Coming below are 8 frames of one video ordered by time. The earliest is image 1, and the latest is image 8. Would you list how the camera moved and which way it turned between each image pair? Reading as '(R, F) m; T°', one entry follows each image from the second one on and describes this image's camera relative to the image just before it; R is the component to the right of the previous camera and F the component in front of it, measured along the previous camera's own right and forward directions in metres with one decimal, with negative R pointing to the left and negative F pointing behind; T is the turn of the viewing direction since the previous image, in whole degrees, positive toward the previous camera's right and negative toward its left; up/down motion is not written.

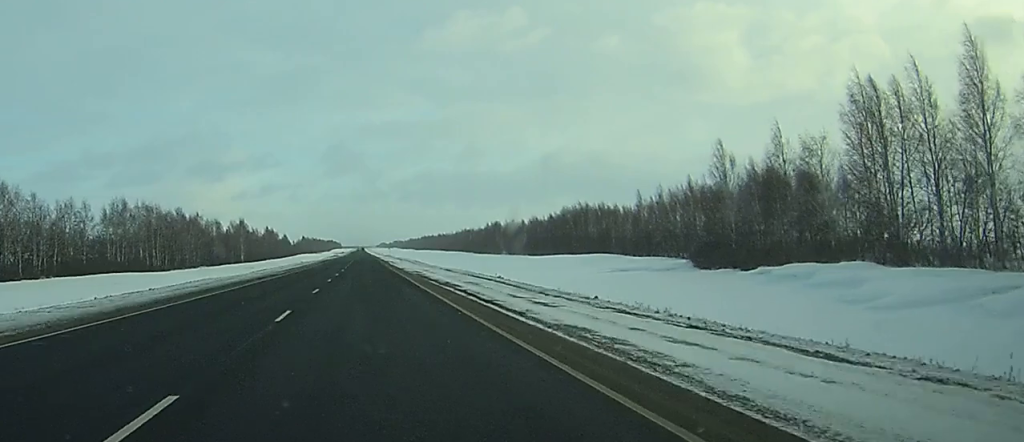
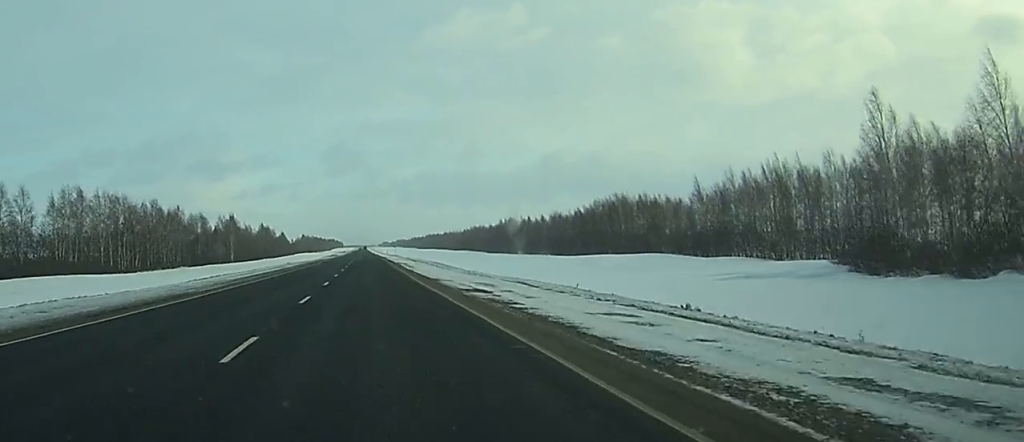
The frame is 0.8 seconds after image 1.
(0.0, +30.9) m; 0°
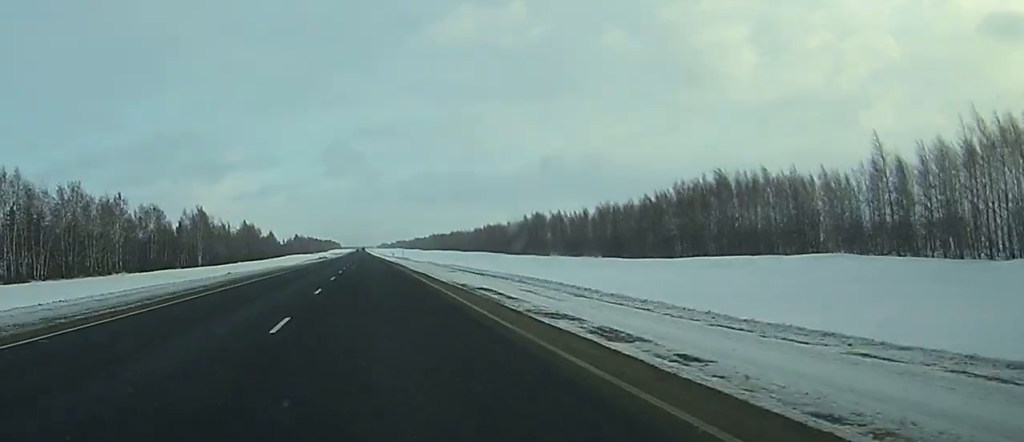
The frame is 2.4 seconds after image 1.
(+0.1, +57.0) m; 0°
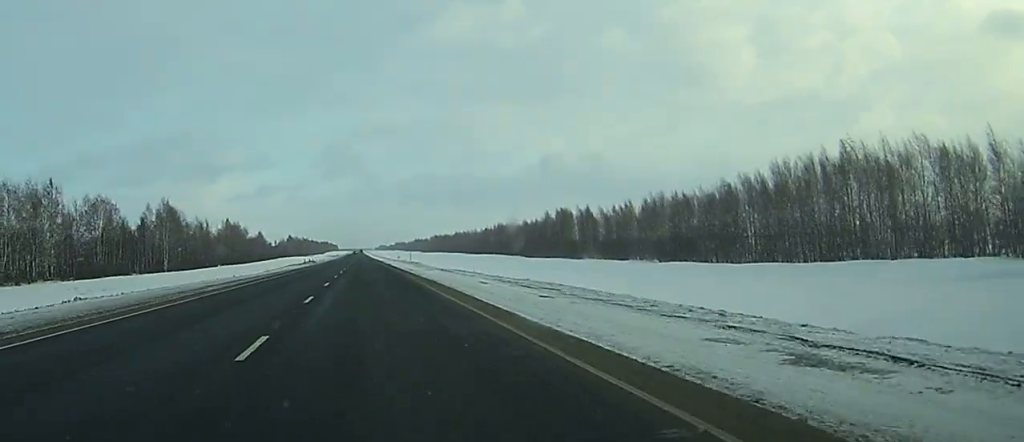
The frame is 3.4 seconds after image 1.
(+0.1, +39.7) m; 0°
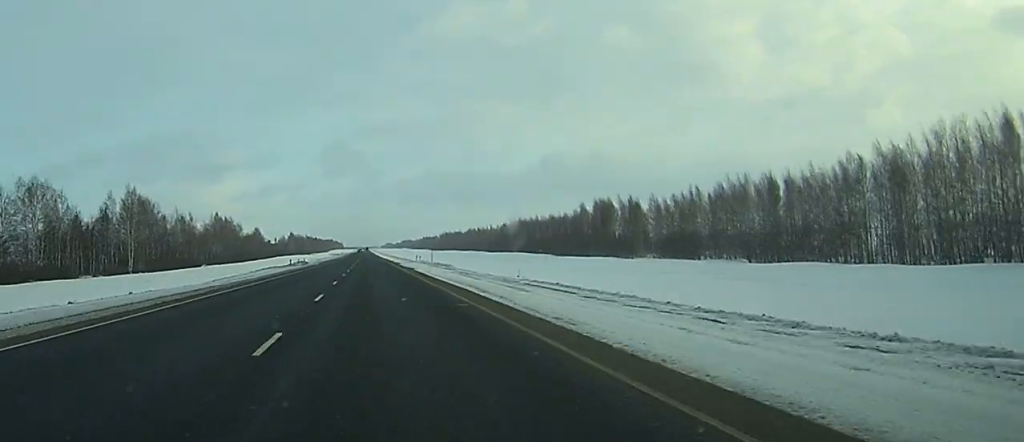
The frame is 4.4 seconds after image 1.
(-0.1, +36.0) m; 0°
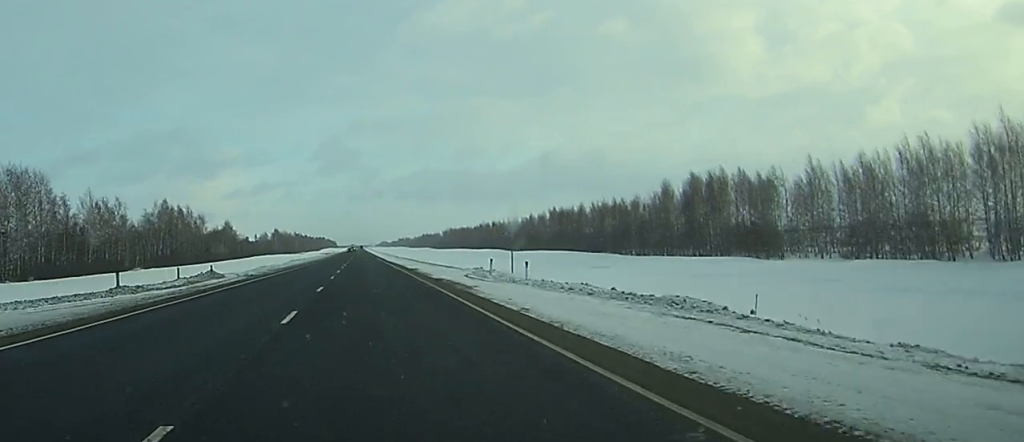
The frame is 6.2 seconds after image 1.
(-0.2, +68.1) m; 0°
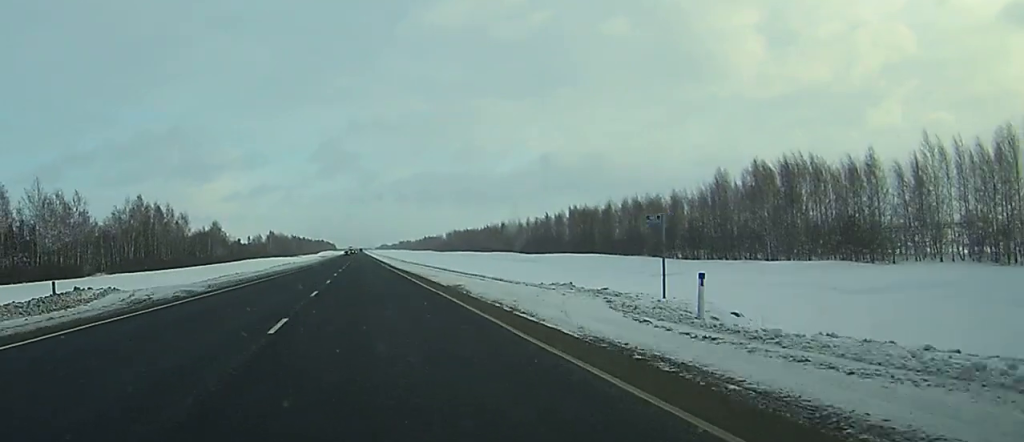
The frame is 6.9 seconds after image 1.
(0.0, +25.9) m; 0°
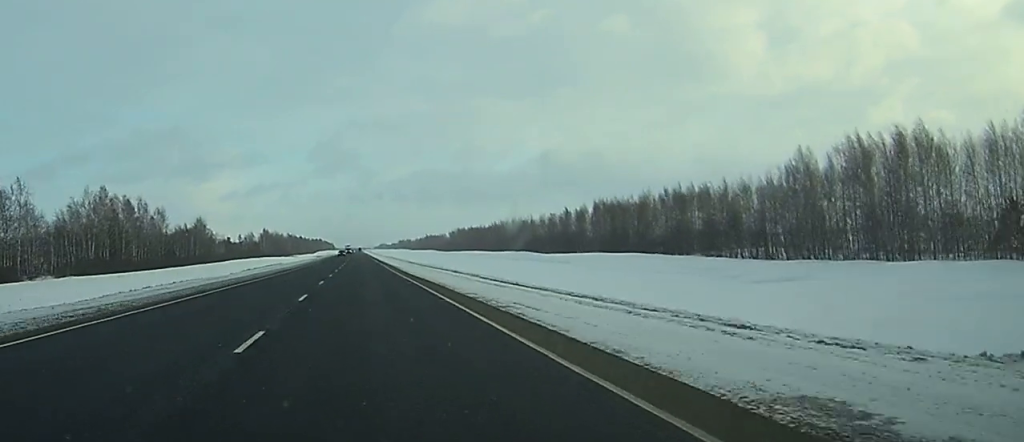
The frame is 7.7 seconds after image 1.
(0.0, +27.0) m; 0°
